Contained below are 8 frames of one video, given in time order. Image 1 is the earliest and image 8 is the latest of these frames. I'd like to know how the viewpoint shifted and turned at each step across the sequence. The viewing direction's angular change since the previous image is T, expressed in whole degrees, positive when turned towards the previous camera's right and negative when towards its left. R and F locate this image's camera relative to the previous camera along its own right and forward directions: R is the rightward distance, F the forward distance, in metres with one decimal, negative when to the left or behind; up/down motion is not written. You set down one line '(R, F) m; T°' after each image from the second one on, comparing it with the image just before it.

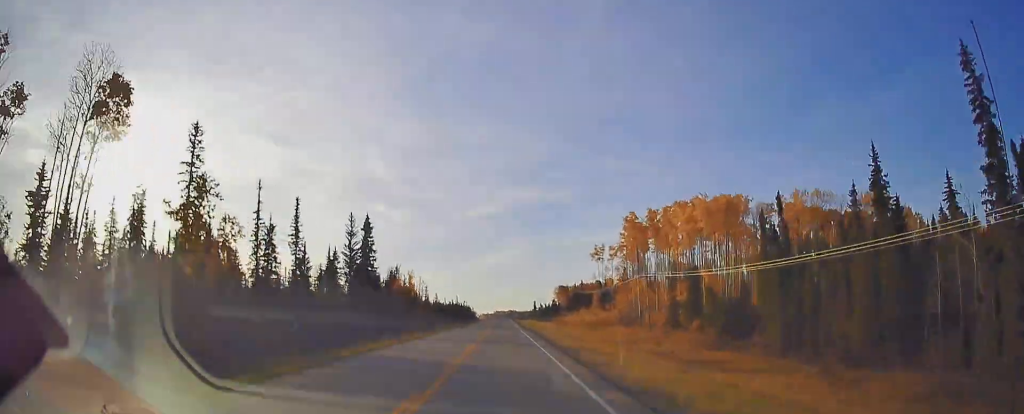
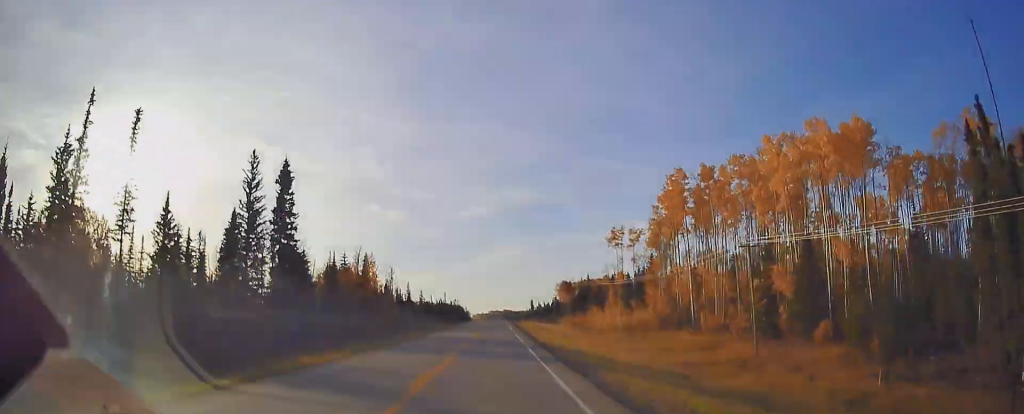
(+0.3, +39.3) m; 0°
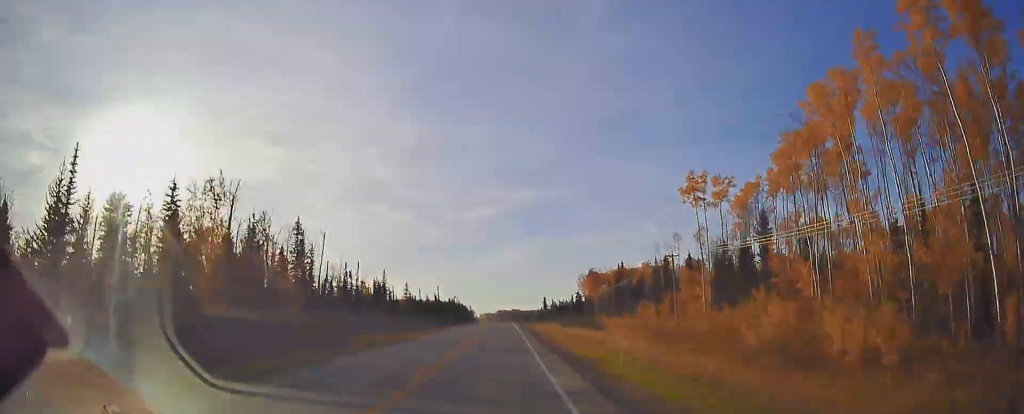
(+0.2, +60.5) m; 0°
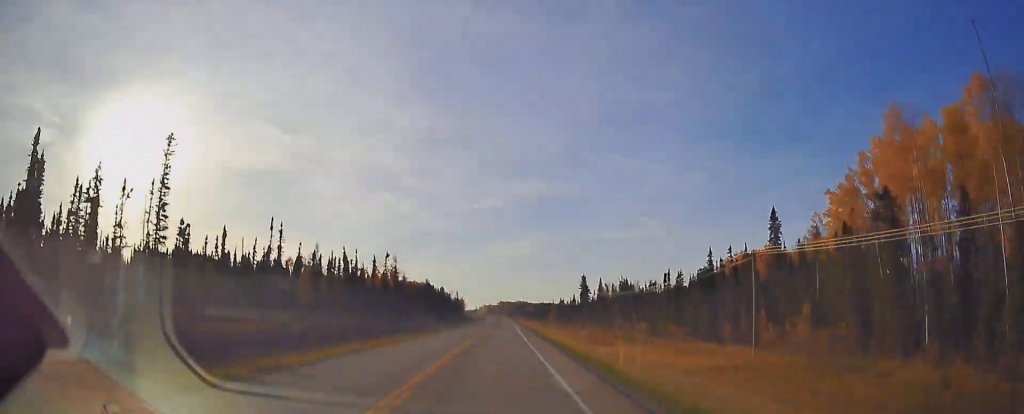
(-1.5, +189.7) m; 0°
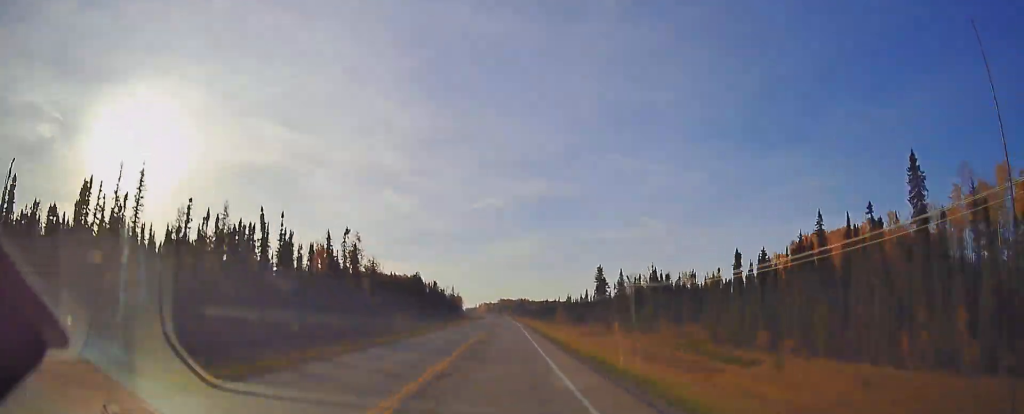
(-0.2, +35.0) m; 0°
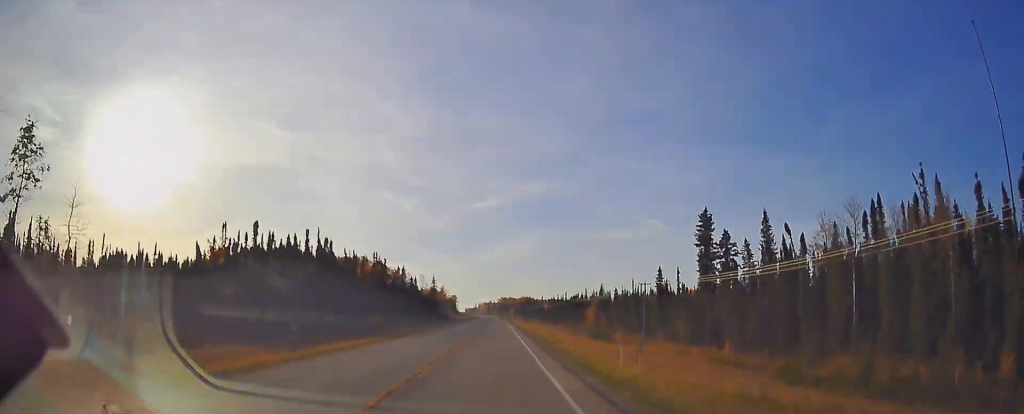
(+0.2, +97.9) m; -1°
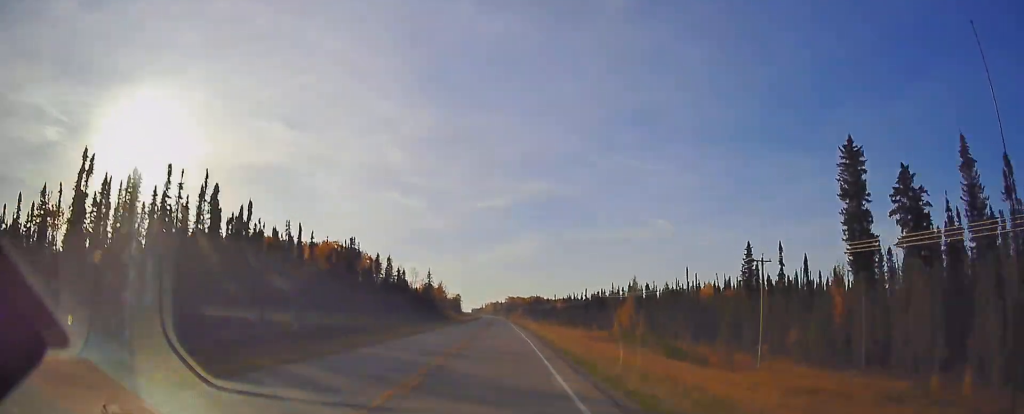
(-0.5, +38.2) m; -1°
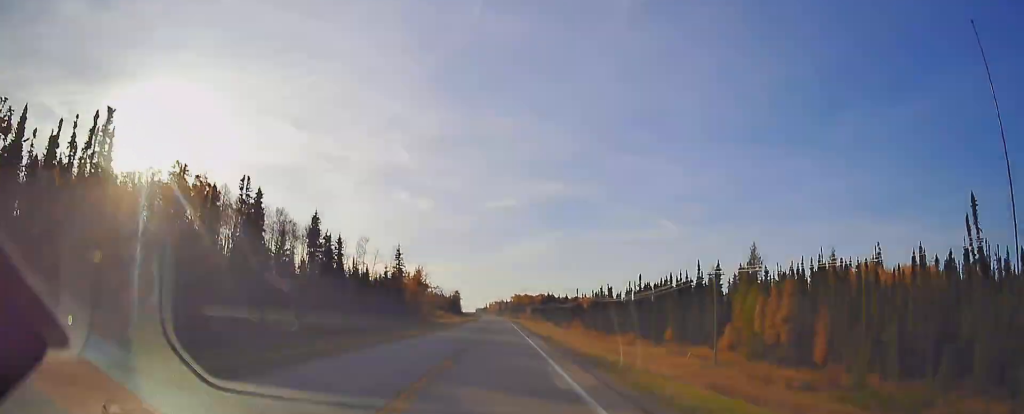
(-0.8, +73.4) m; -1°
